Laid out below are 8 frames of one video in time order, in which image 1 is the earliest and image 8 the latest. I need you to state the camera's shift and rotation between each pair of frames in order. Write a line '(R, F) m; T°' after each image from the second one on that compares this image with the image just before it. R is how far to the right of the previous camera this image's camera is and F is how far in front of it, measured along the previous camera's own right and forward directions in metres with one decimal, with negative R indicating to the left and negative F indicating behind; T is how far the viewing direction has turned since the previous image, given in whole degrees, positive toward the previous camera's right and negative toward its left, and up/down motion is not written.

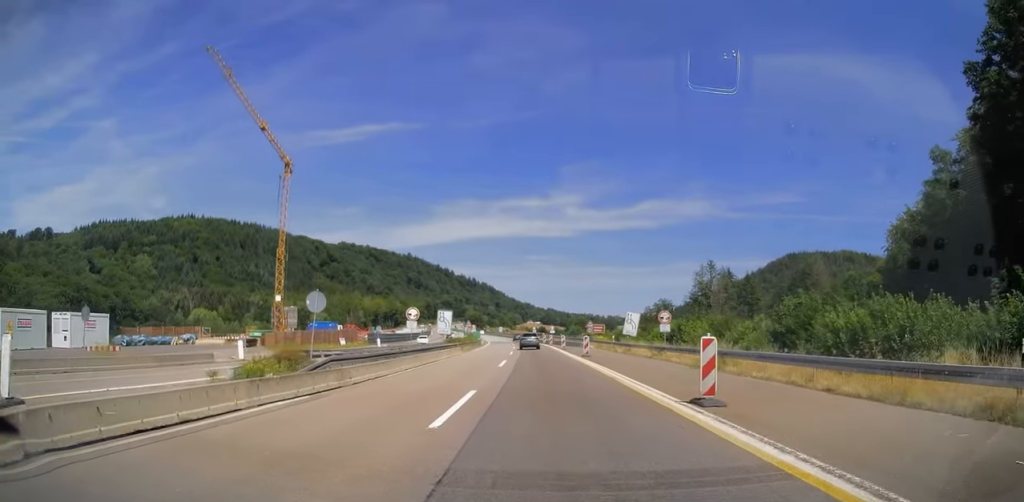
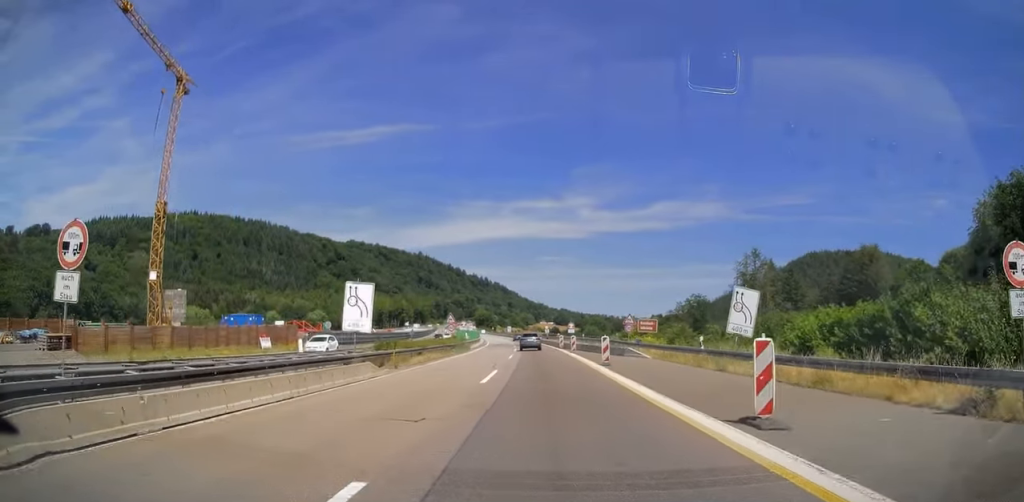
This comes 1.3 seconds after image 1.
(-0.3, +27.5) m; -1°
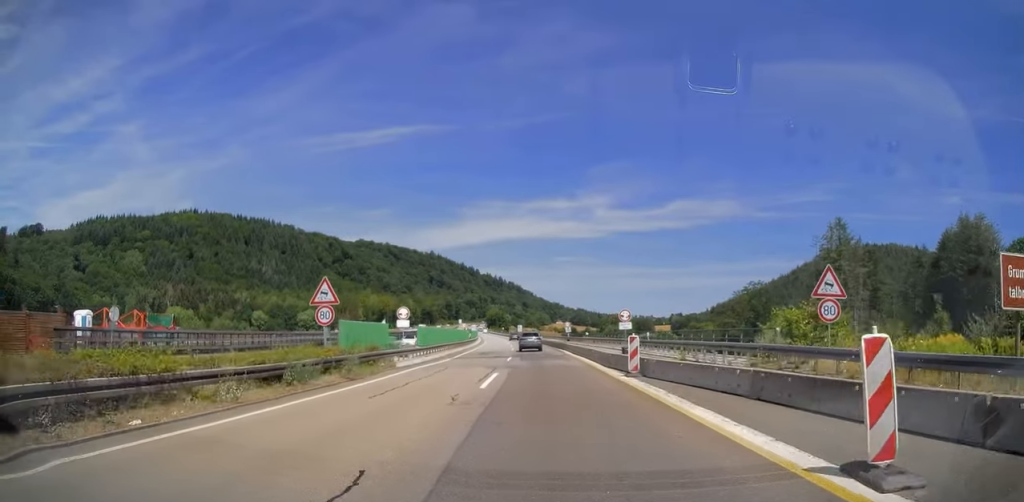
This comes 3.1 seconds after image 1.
(-0.7, +38.1) m; -2°
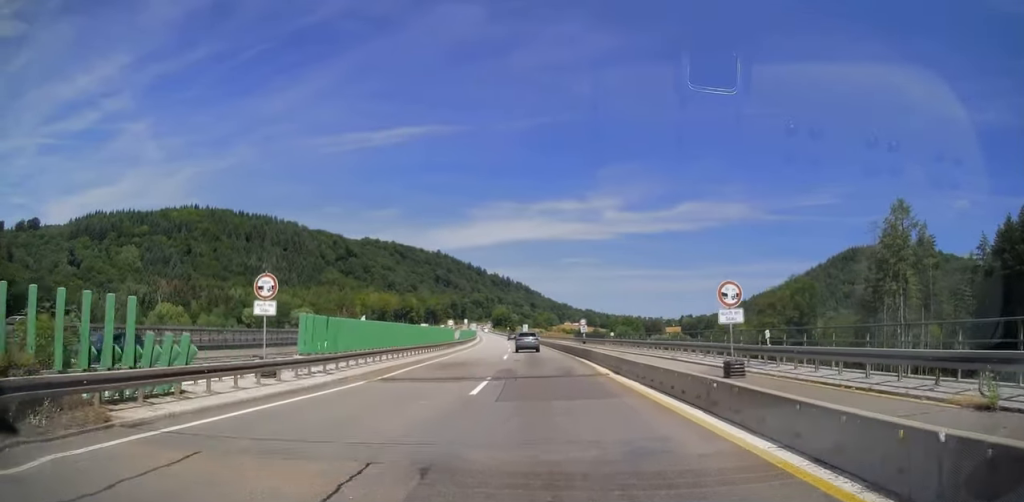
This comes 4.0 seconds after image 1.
(-0.1, +19.4) m; 0°
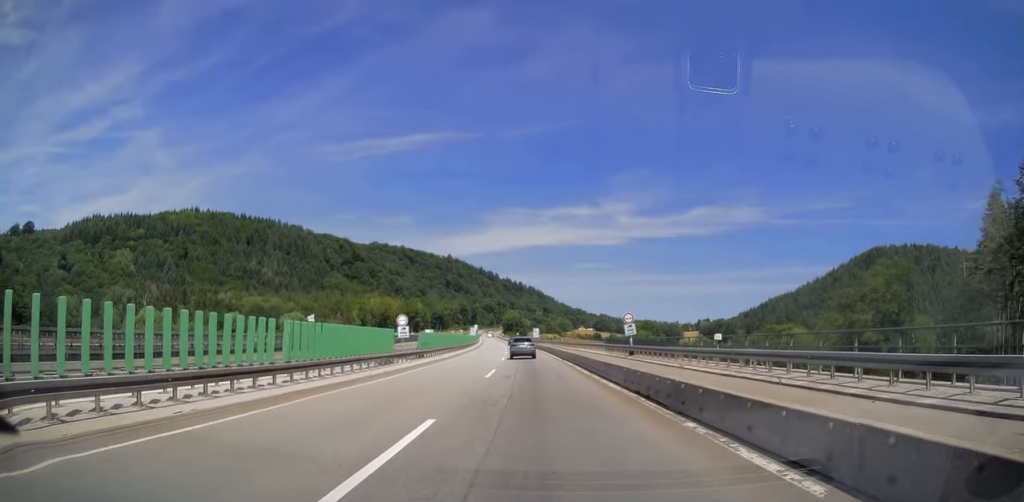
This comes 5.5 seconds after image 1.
(-0.3, +29.2) m; -1°
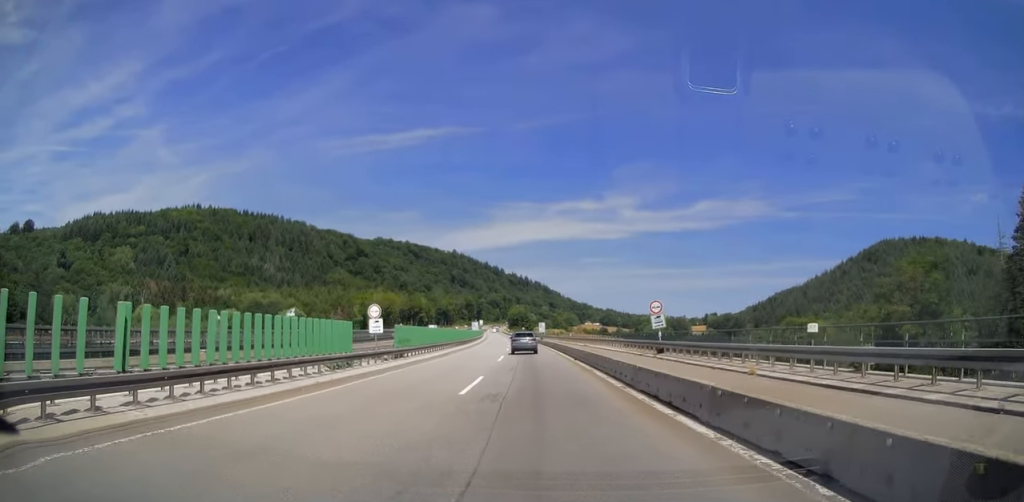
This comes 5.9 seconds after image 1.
(0.0, +8.2) m; 0°
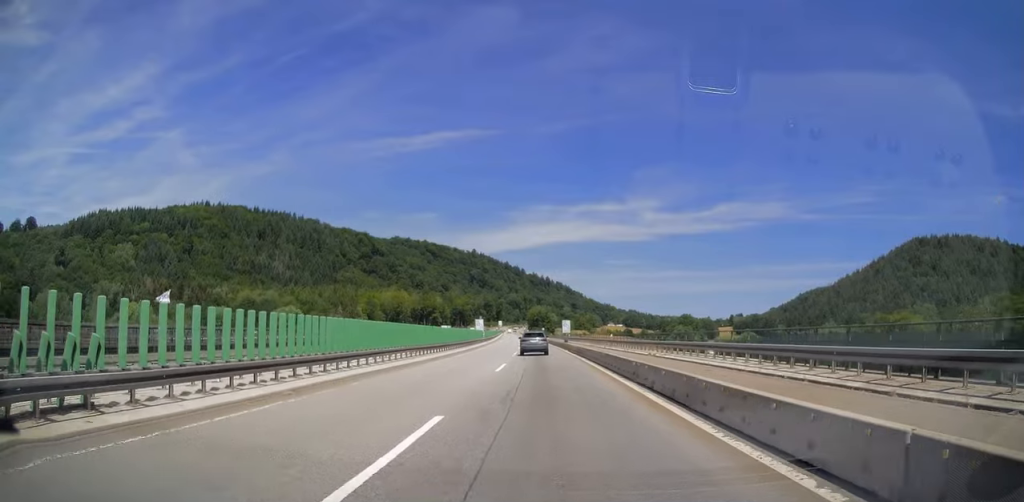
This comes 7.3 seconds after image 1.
(-0.4, +28.5) m; -2°
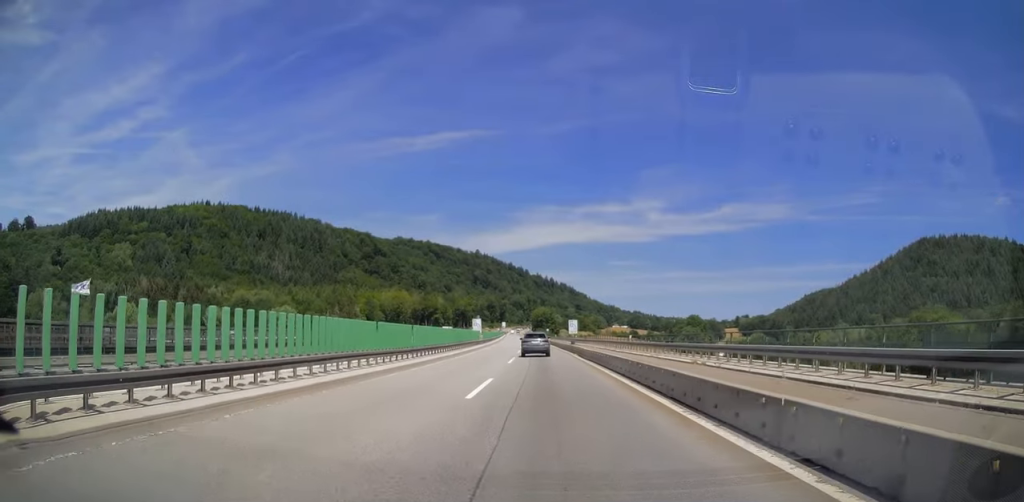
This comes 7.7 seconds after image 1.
(-0.1, +9.5) m; -1°
